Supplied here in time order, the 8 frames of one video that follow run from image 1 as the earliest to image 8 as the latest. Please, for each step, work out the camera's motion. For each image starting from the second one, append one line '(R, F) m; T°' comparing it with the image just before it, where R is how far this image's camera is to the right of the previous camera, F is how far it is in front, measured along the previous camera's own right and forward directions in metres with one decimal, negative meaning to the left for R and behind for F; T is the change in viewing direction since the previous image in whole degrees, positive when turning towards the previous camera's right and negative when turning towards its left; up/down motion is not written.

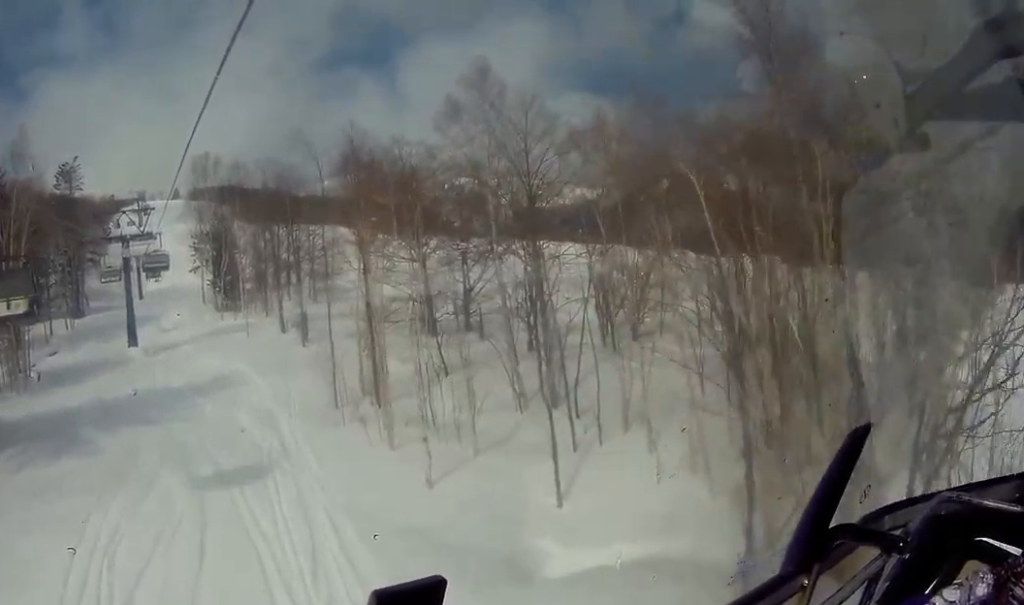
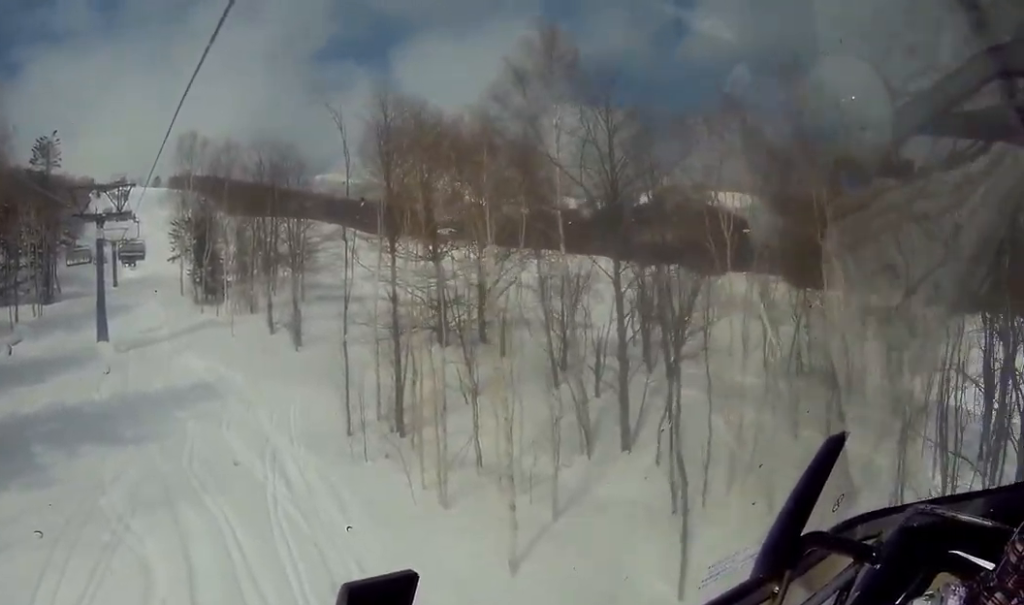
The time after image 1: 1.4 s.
(+0.7, +6.3) m; +2°
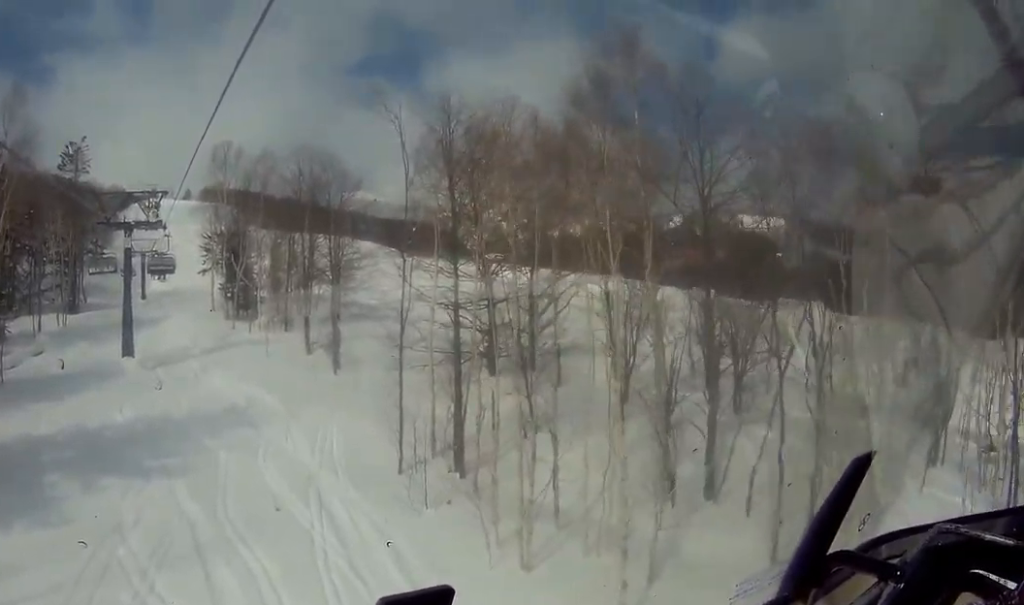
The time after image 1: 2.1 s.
(-0.7, +2.8) m; +3°
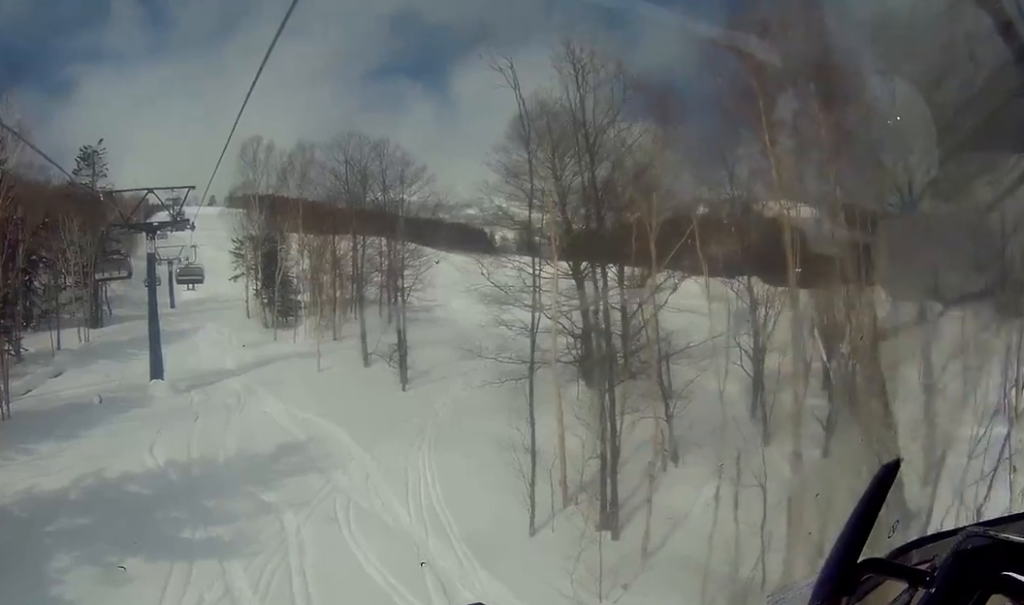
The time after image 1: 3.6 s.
(+0.6, +5.8) m; 0°
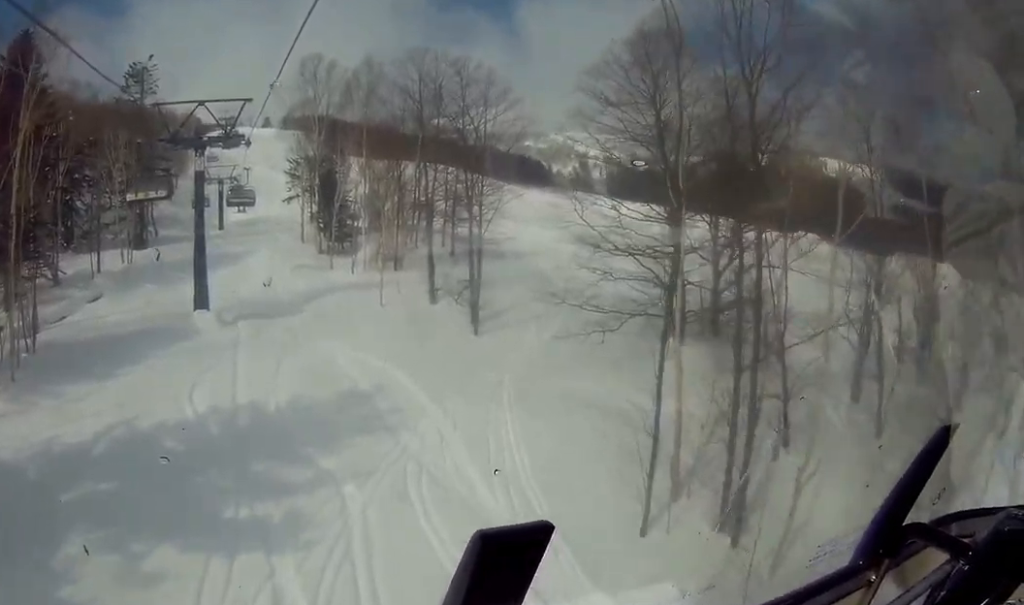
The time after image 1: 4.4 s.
(-0.1, +3.0) m; 0°
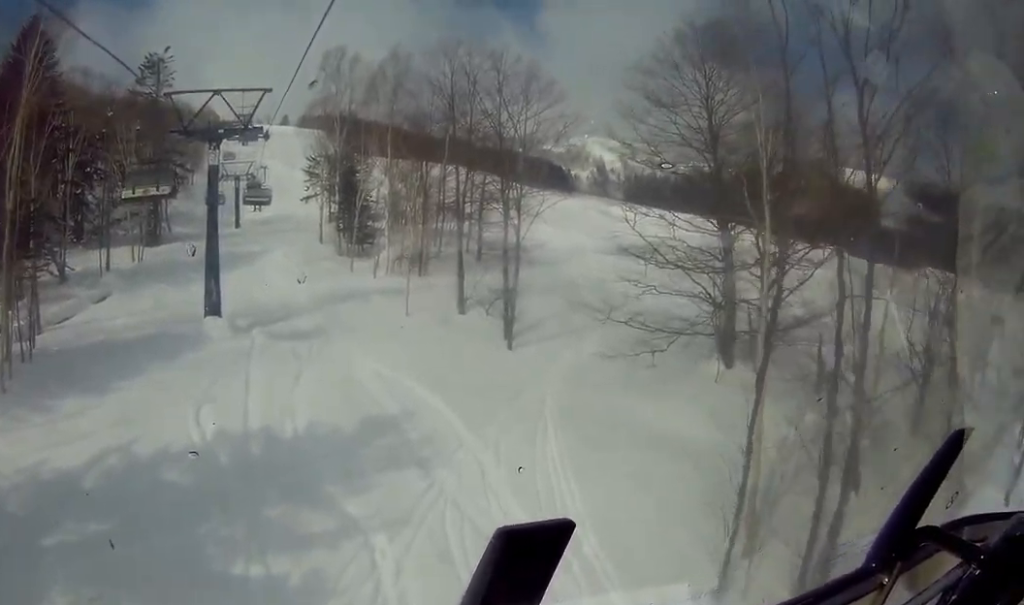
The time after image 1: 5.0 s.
(+1.0, +2.2) m; 0°
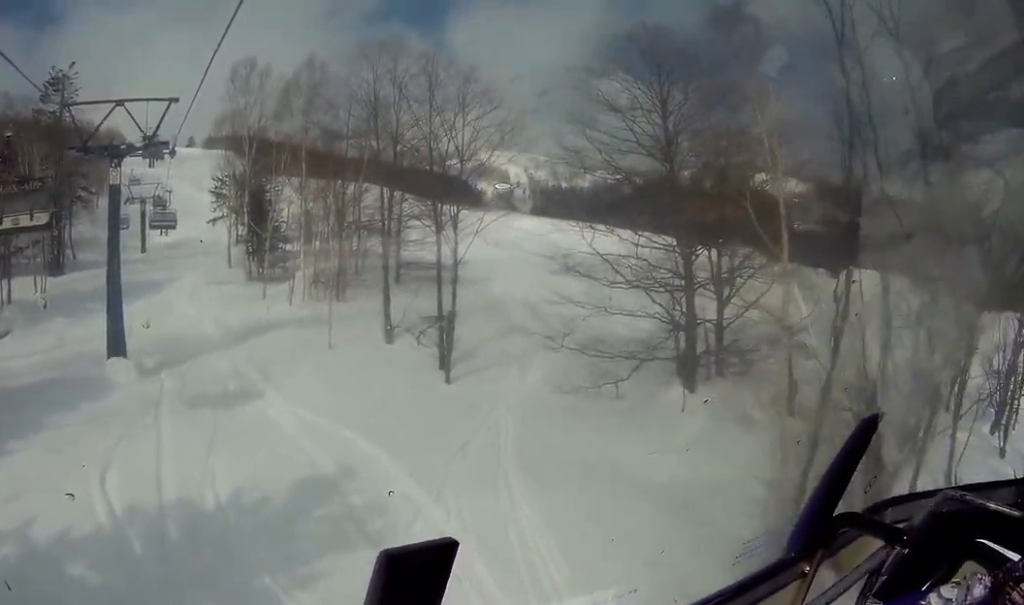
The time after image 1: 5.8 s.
(-1.3, +2.9) m; 0°
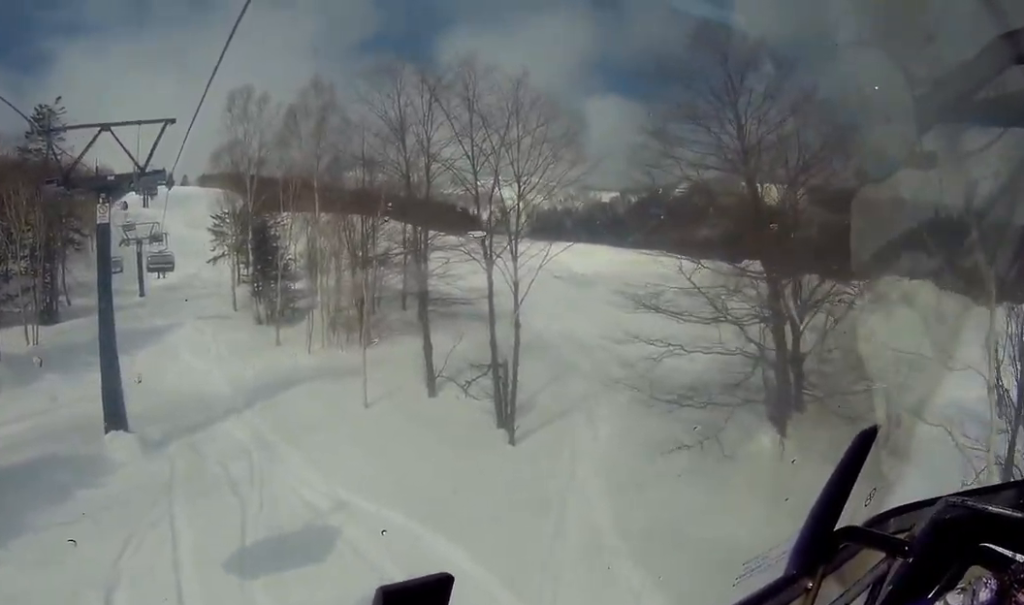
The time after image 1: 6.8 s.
(+1.0, +3.8) m; +1°
